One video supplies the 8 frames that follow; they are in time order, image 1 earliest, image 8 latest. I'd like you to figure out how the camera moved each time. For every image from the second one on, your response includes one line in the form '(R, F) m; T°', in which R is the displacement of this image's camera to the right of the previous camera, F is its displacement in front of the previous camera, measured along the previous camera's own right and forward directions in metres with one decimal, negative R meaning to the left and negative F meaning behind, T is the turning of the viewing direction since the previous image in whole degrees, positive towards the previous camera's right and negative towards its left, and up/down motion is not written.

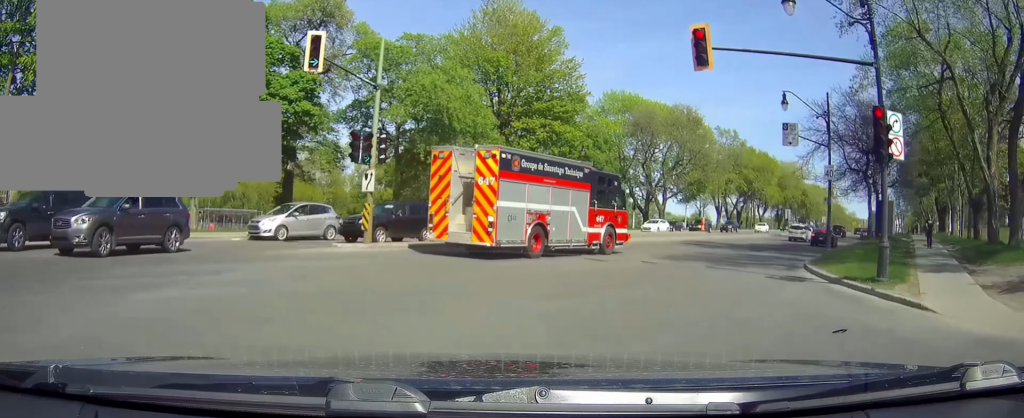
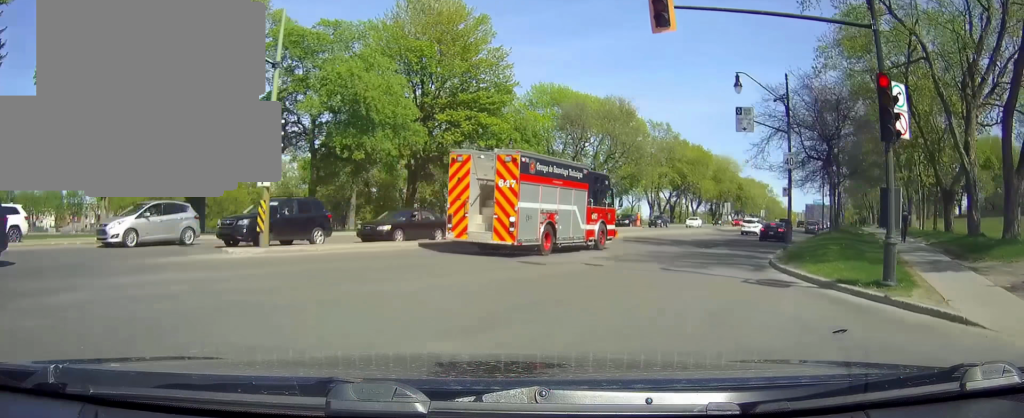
(0.0, +3.2) m; +3°
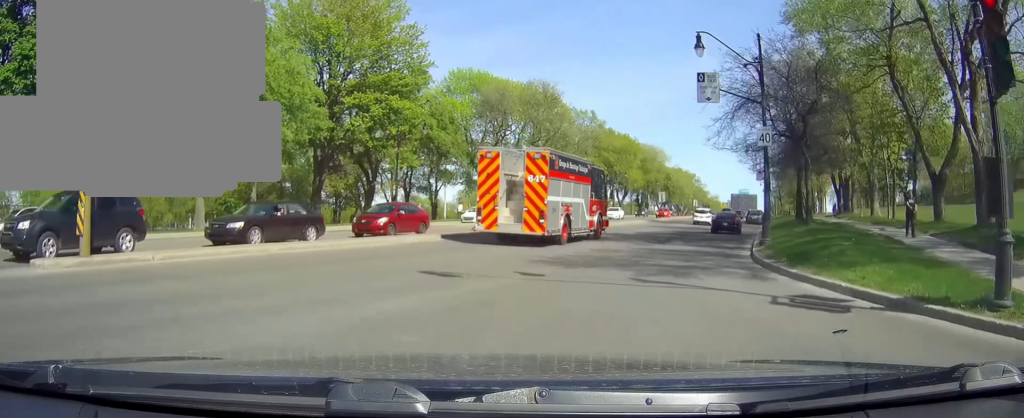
(+0.2, +6.0) m; +6°
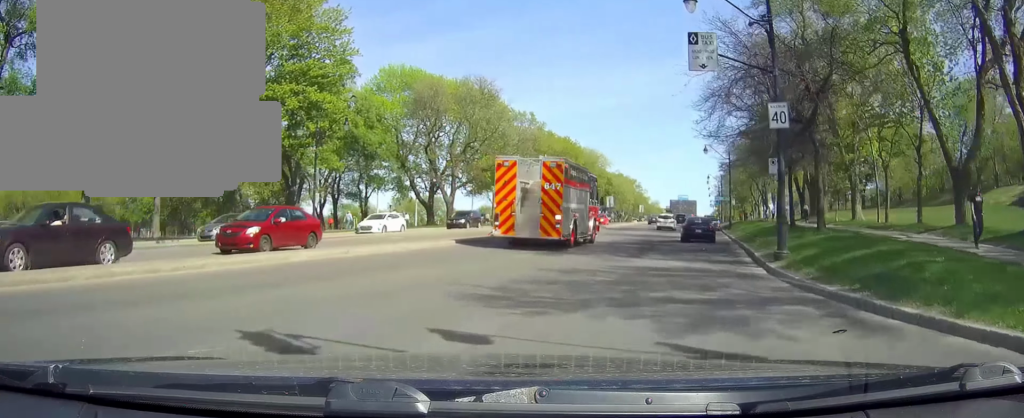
(+0.4, +6.6) m; +6°
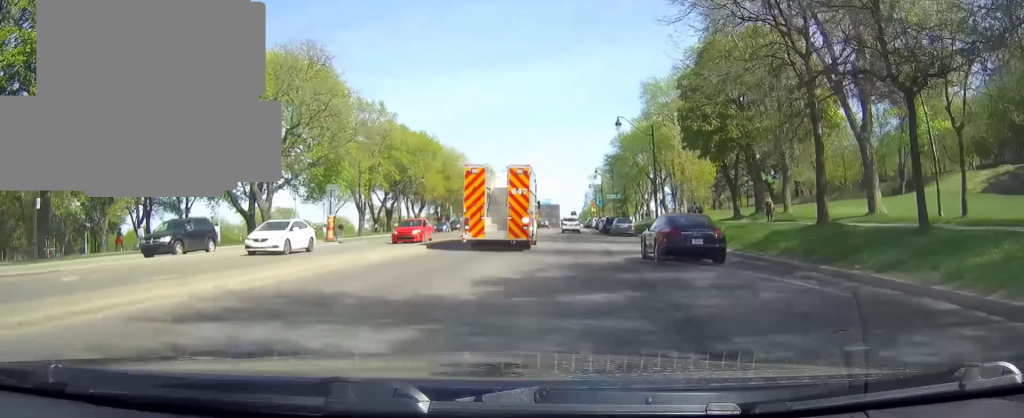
(+2.3, +19.6) m; +12°
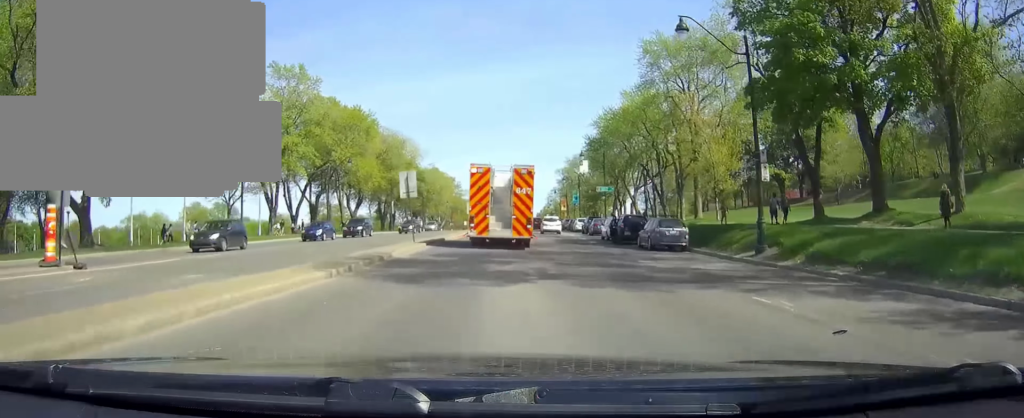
(+1.6, +25.1) m; +5°
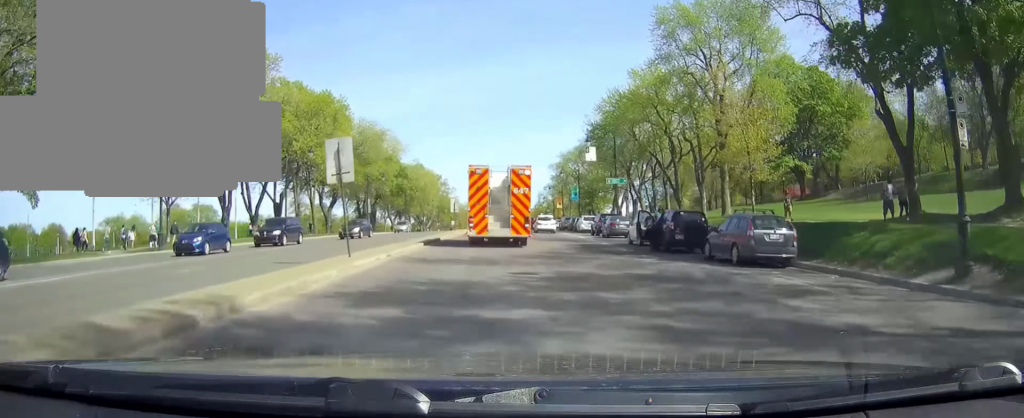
(+0.1, +12.2) m; +1°
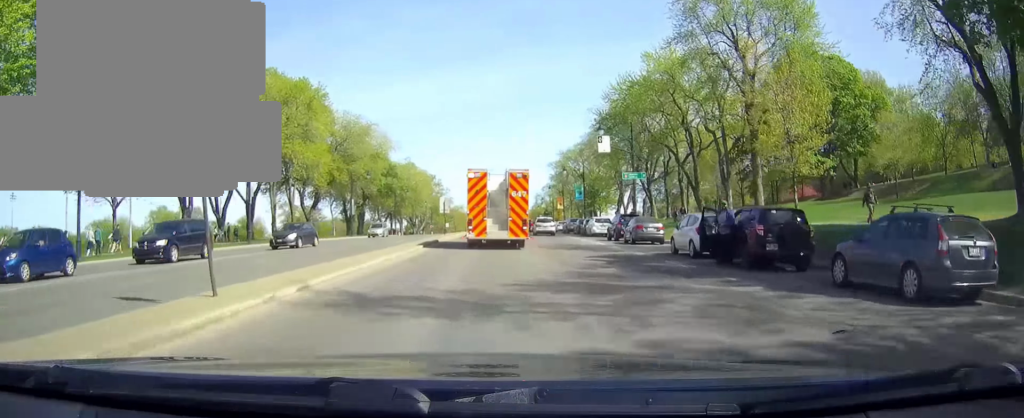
(0.0, +9.0) m; 0°
